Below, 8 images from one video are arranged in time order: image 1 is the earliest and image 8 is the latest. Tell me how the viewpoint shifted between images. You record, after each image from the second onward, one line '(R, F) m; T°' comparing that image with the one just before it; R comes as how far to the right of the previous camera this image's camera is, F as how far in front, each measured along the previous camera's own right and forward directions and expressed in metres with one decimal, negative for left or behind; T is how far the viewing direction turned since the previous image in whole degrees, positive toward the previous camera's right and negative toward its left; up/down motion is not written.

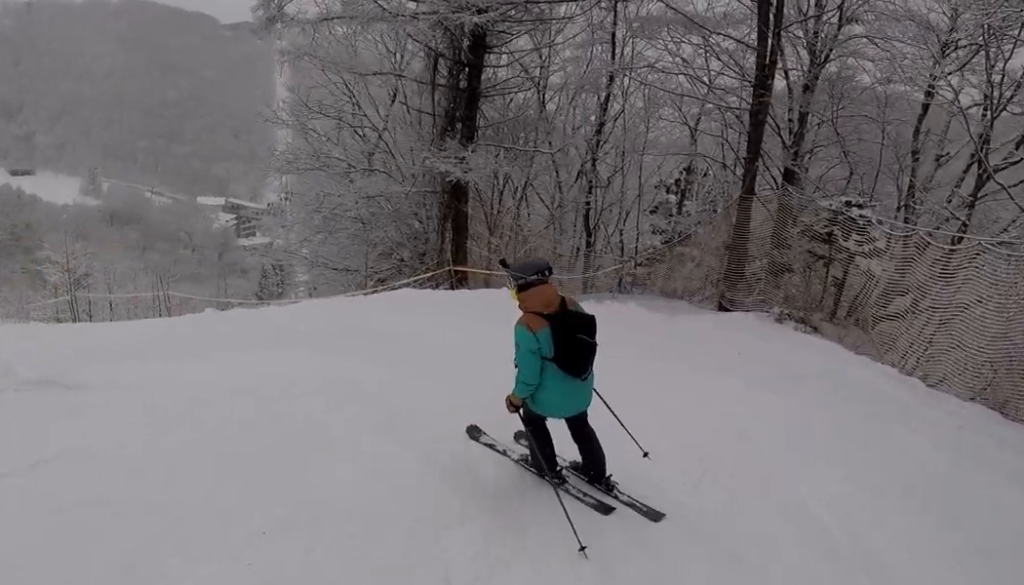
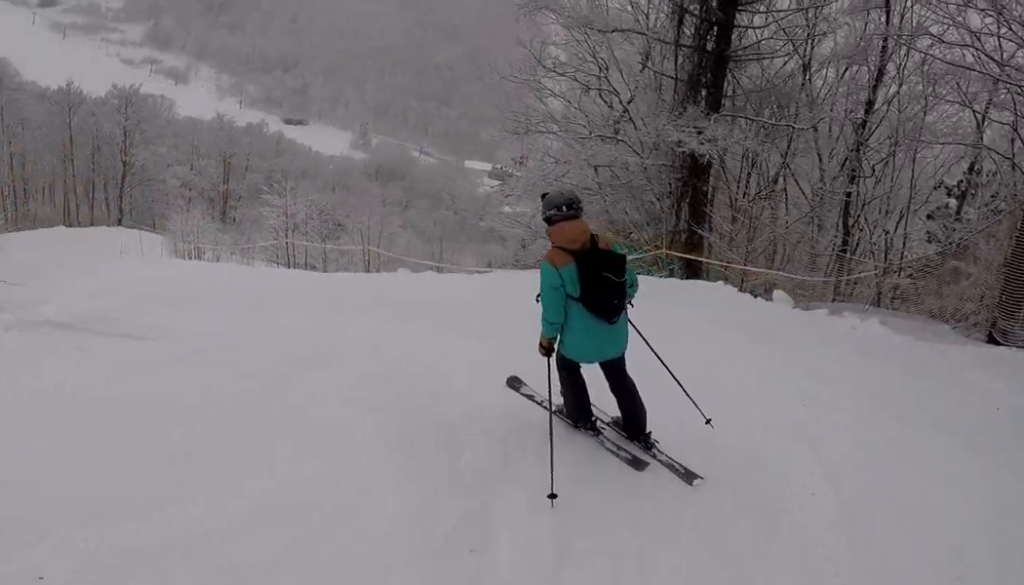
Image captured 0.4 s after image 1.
(-0.4, +1.6) m; -19°
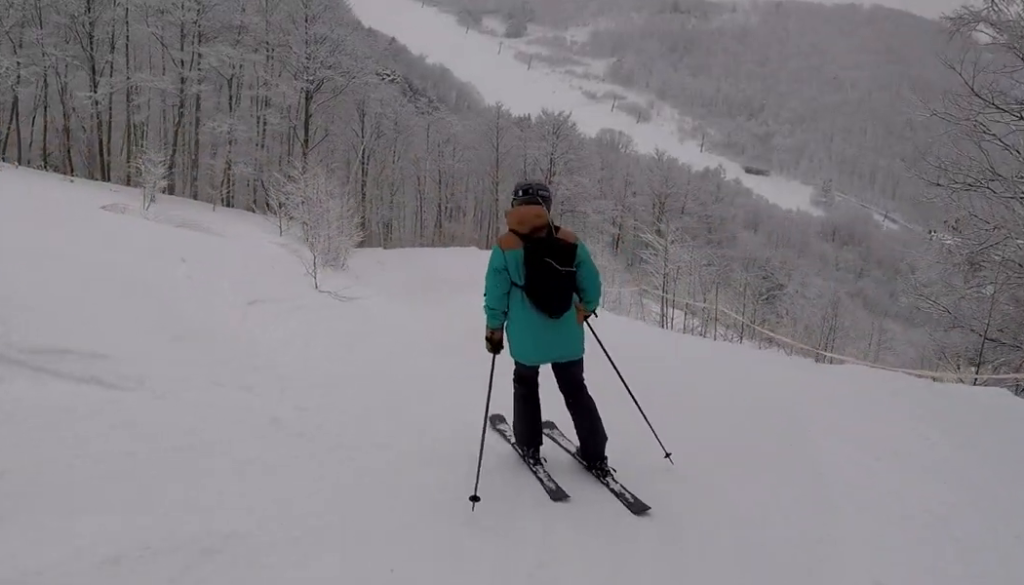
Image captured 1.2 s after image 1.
(-0.7, +2.9) m; -32°
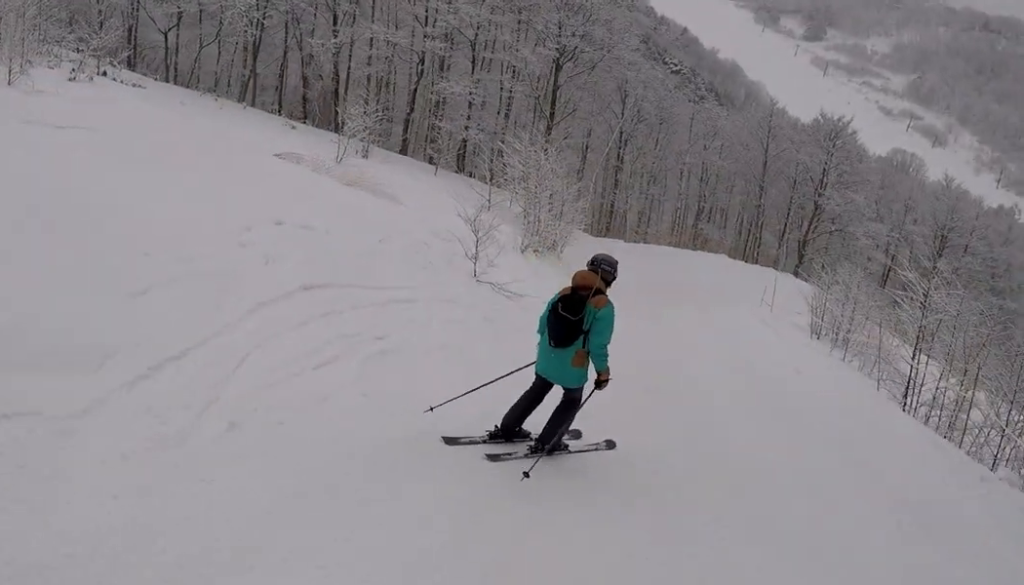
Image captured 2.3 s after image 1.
(-1.7, +4.7) m; -20°
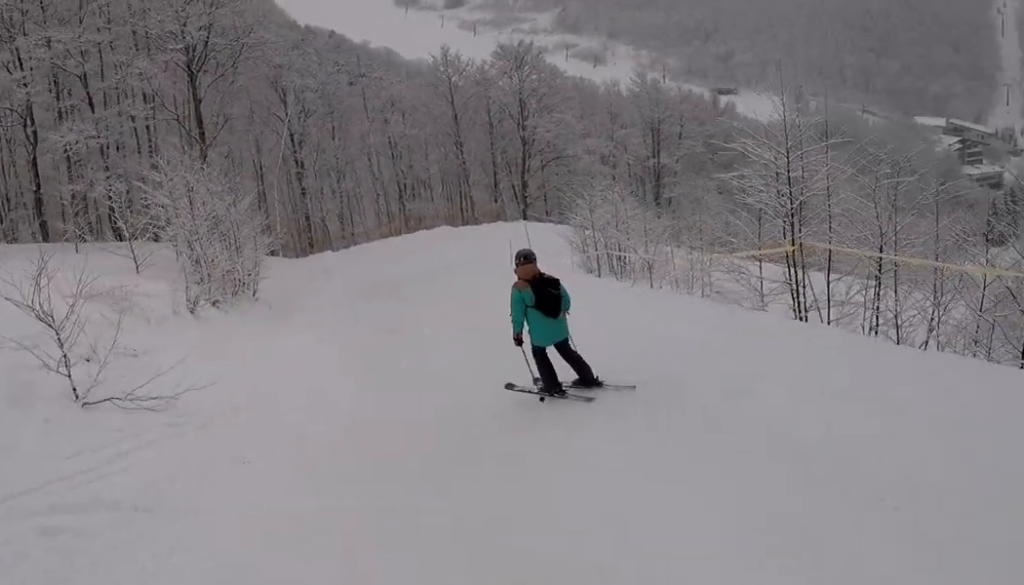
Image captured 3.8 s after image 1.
(-0.1, +8.4) m; -7°
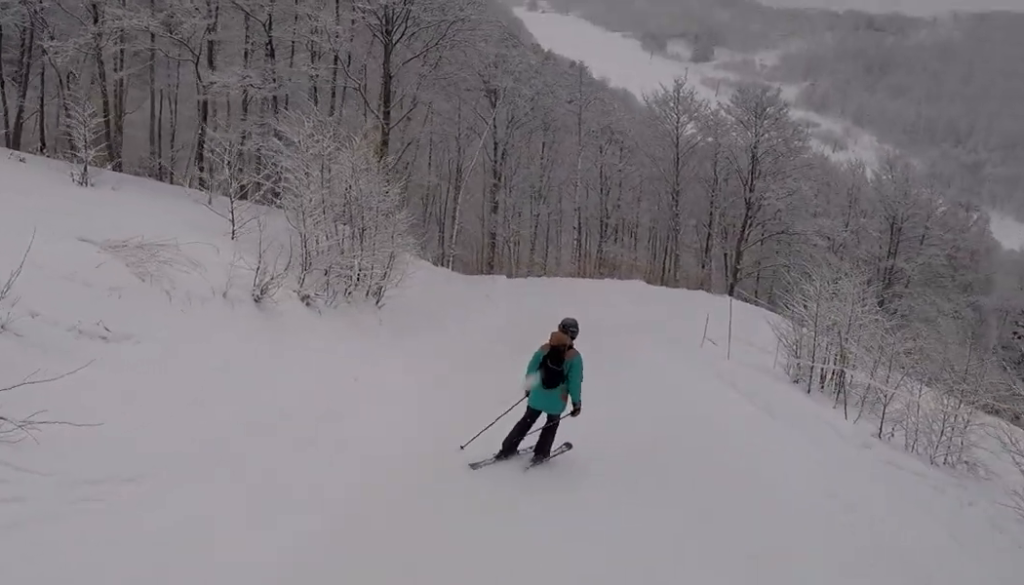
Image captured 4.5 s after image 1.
(-0.4, +4.8) m; -6°
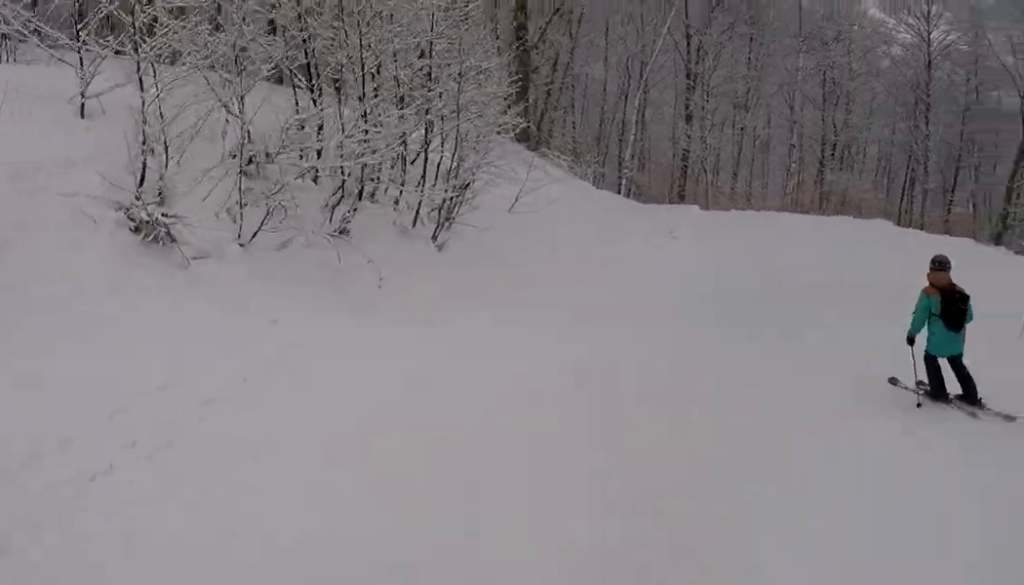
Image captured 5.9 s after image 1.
(-0.5, +9.1) m; +4°
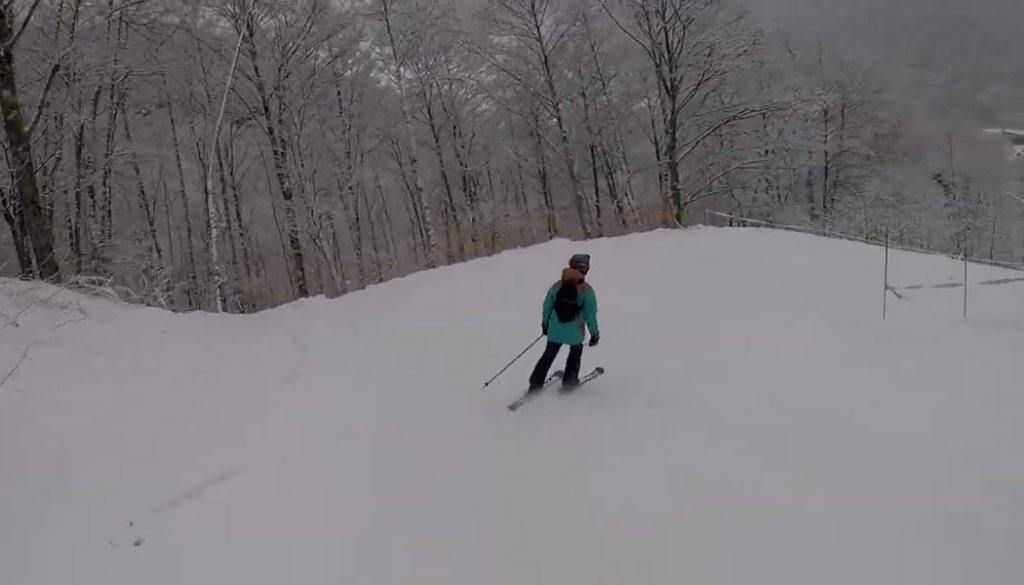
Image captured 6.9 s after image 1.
(+0.9, +6.6) m; +15°
